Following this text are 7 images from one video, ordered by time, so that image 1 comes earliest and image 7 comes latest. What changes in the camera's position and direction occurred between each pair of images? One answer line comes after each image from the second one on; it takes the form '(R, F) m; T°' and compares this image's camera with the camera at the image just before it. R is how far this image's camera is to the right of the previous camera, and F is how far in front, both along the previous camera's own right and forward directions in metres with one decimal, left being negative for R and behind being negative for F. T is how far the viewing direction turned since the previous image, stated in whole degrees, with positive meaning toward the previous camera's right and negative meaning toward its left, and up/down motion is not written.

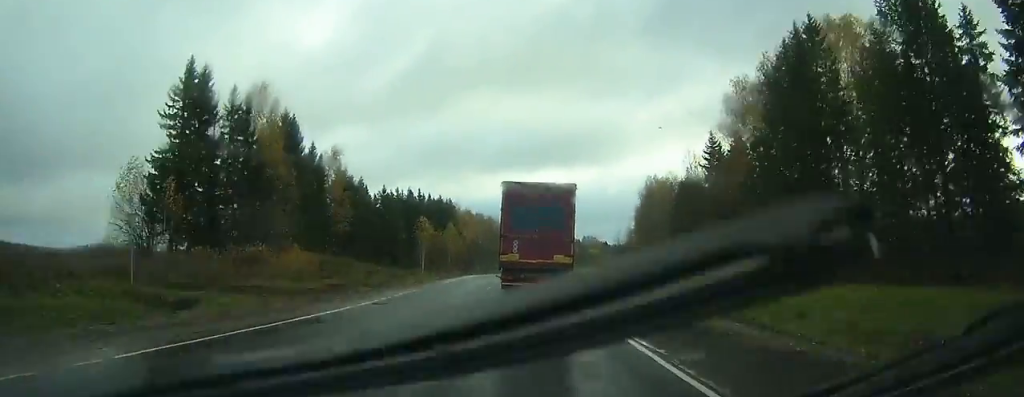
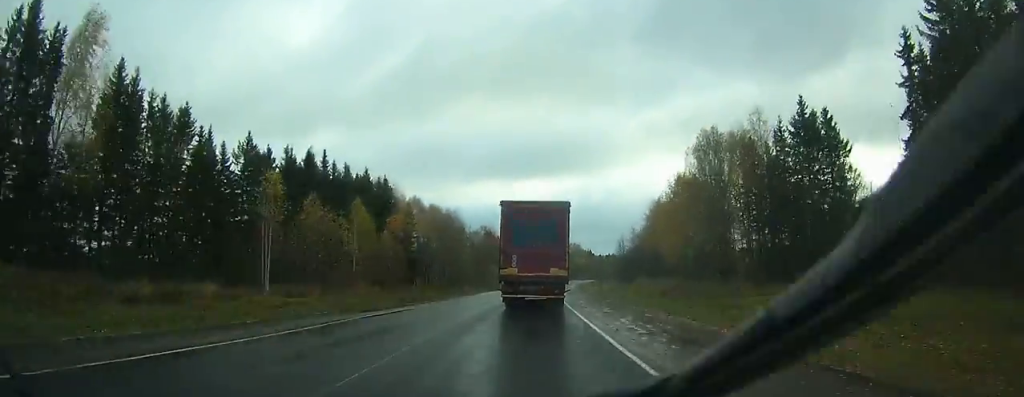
(+0.9, +56.2) m; +2°
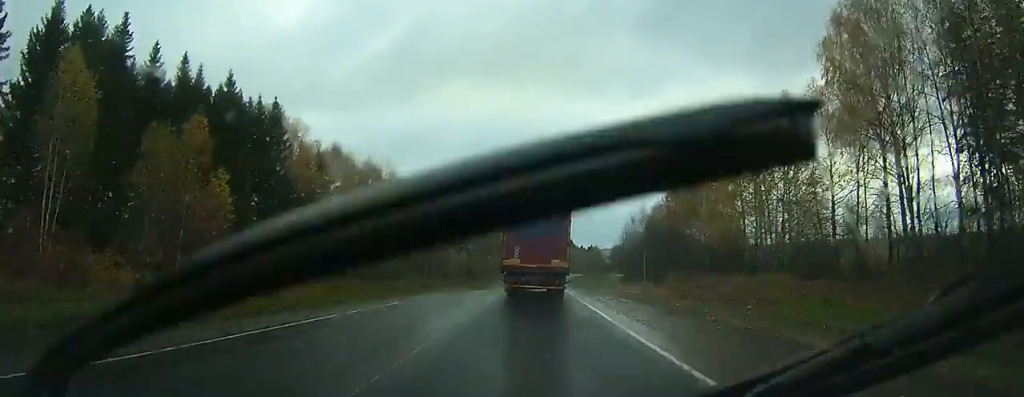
(+0.8, +45.3) m; +2°
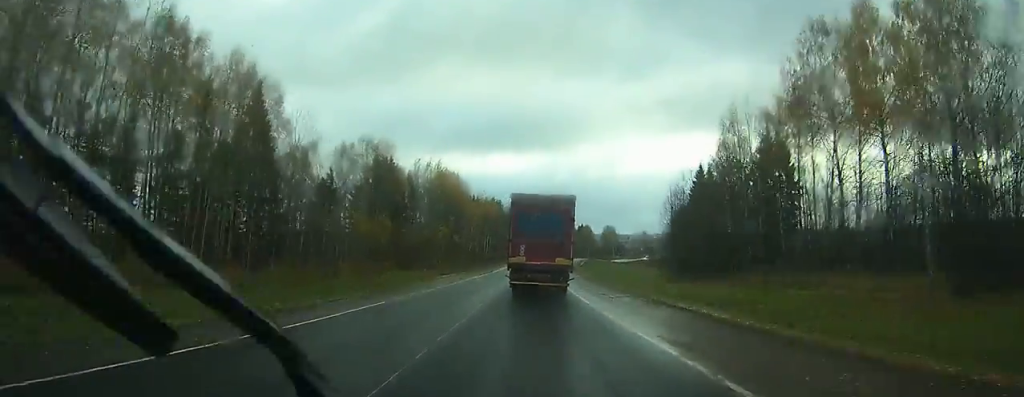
(+1.3, +63.9) m; +2°
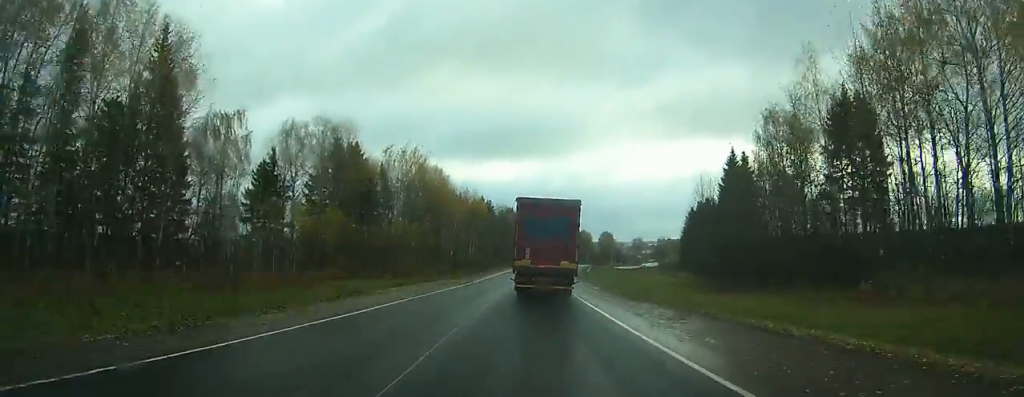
(+0.1, +19.4) m; +1°
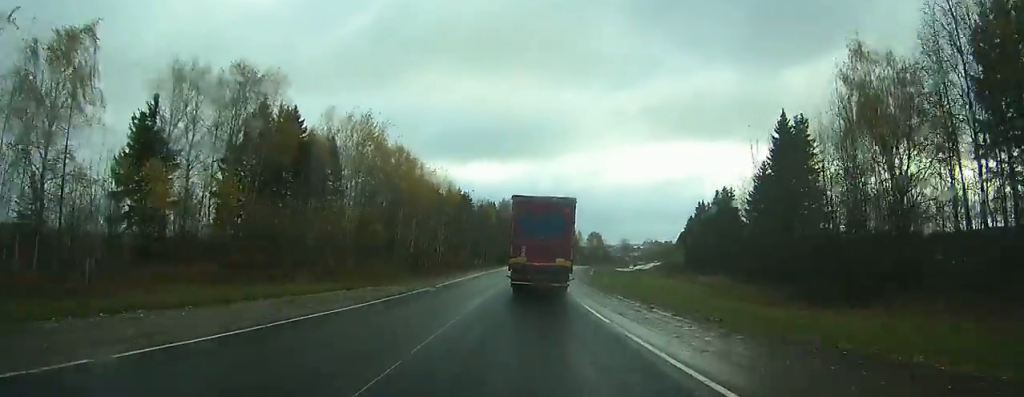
(+0.1, +22.0) m; +1°
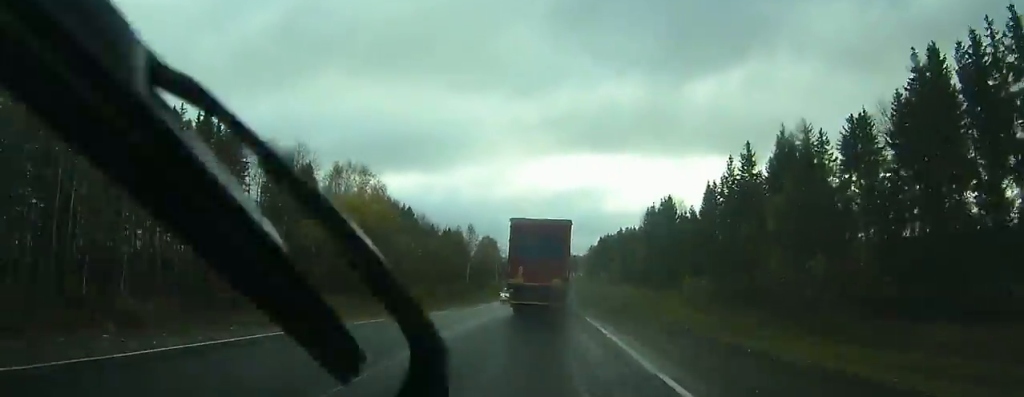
(+6.9, +84.8) m; +10°
